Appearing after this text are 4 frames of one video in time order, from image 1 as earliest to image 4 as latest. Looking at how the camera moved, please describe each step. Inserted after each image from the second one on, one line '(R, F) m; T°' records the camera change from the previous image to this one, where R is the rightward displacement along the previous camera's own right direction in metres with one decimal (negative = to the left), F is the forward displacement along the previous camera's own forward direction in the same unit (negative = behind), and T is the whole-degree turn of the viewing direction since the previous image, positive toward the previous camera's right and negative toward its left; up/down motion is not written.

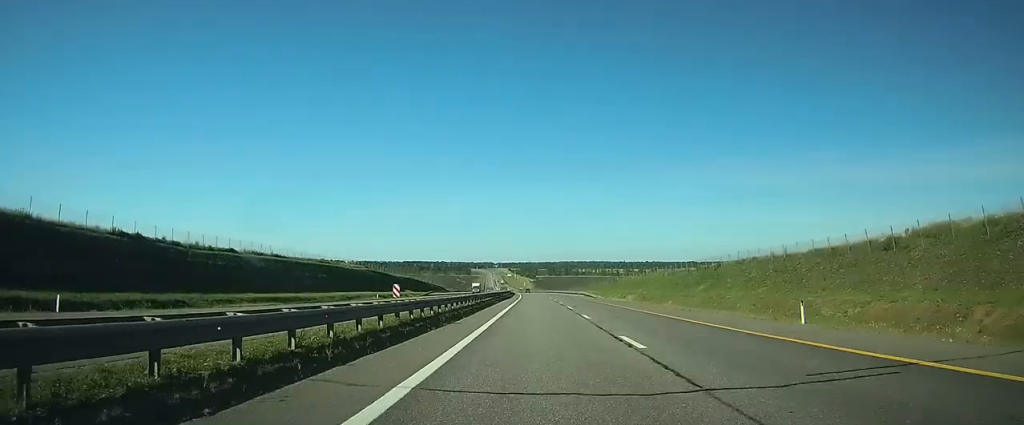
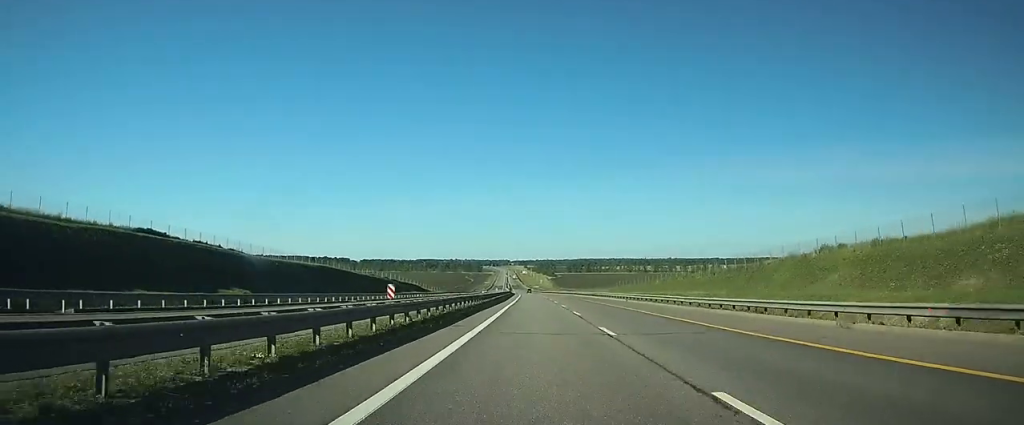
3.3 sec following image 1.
(-0.8, +104.0) m; -2°
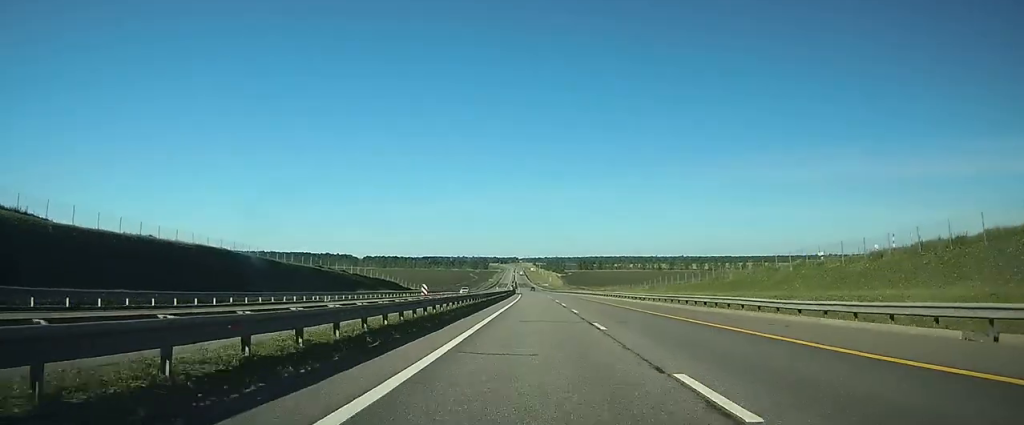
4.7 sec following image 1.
(-0.4, +46.4) m; -1°
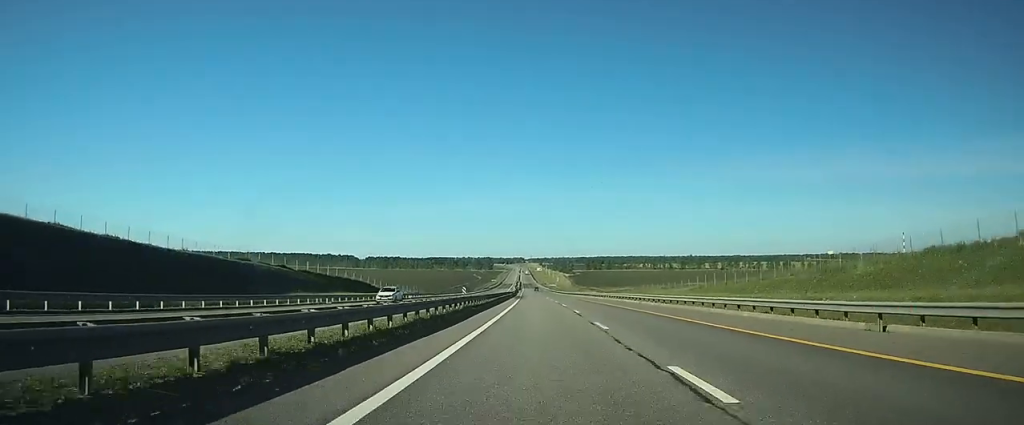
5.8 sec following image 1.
(-0.2, +34.9) m; -1°
